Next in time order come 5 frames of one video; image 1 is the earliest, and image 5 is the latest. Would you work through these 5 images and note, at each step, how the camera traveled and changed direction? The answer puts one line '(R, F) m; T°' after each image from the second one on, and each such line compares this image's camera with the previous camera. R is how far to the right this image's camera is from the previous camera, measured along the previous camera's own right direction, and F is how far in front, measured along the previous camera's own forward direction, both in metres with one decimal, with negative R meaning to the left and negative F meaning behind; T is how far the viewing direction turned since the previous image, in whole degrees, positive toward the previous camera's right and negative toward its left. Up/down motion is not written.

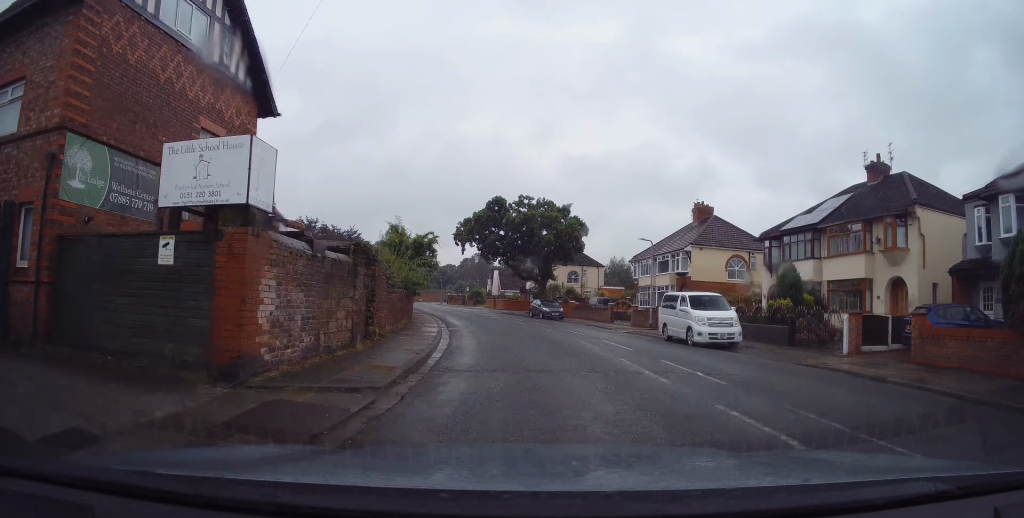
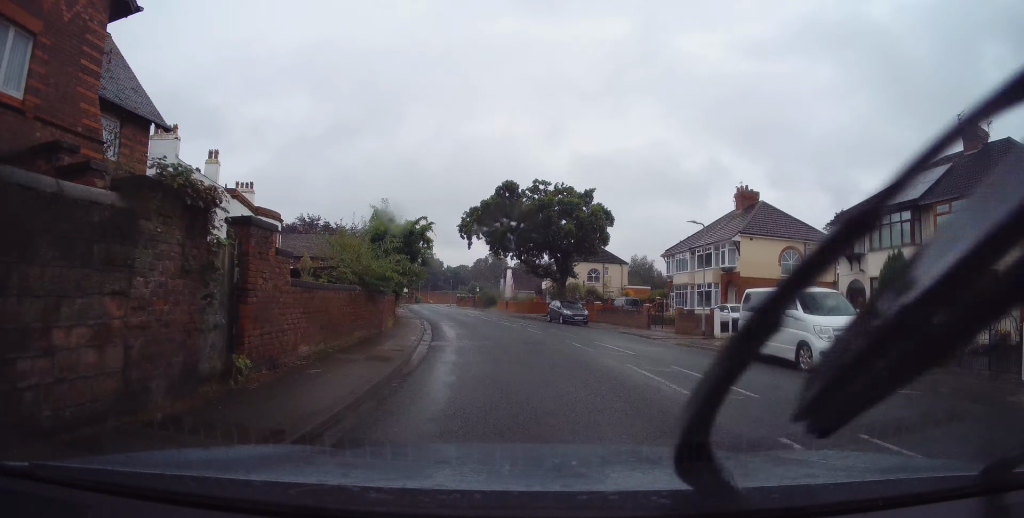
(0.0, +7.2) m; -3°
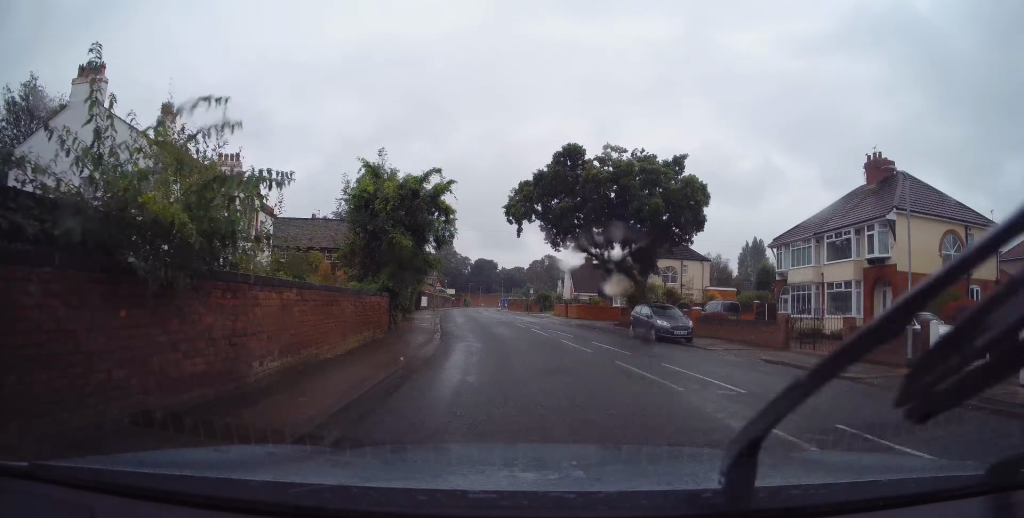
(-0.6, +11.2) m; -5°
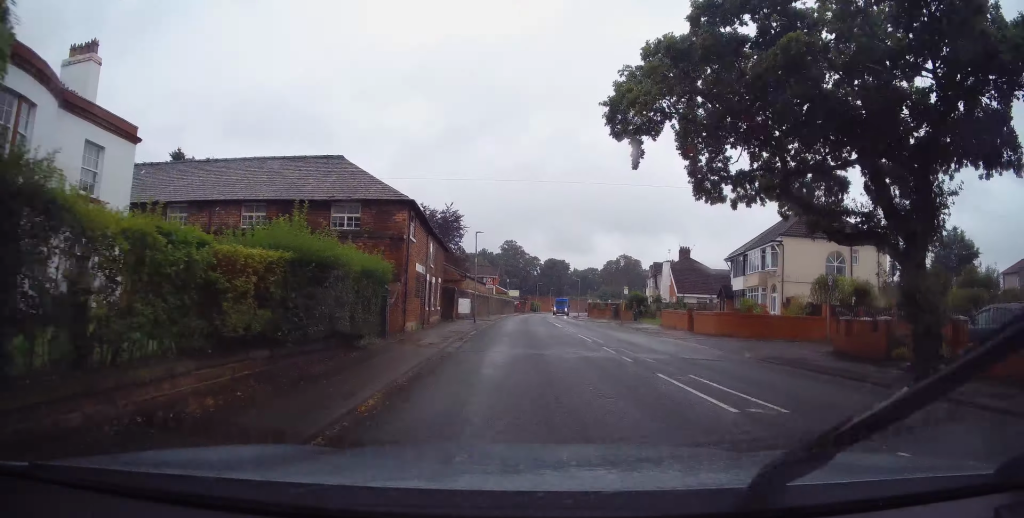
(-0.6, +19.3) m; -5°
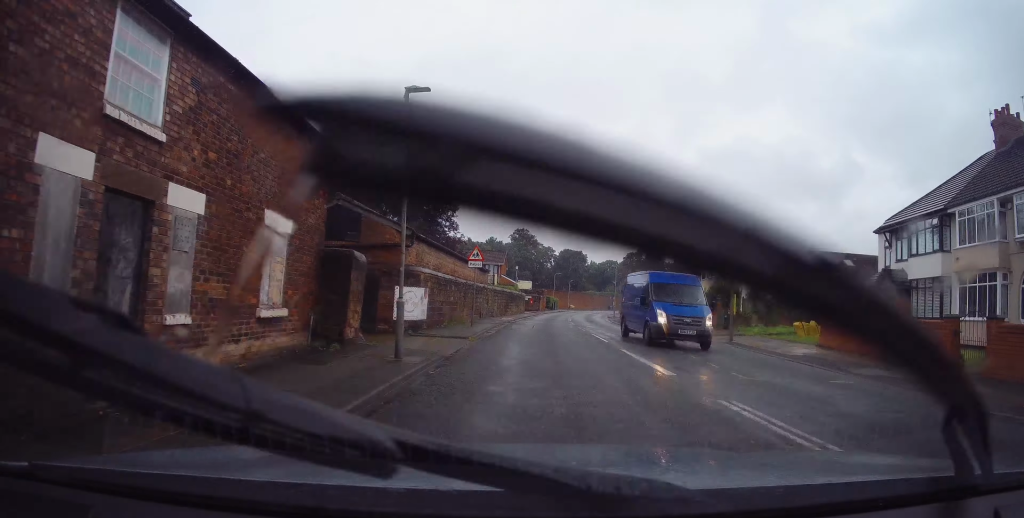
(-0.8, +21.3) m; -2°
